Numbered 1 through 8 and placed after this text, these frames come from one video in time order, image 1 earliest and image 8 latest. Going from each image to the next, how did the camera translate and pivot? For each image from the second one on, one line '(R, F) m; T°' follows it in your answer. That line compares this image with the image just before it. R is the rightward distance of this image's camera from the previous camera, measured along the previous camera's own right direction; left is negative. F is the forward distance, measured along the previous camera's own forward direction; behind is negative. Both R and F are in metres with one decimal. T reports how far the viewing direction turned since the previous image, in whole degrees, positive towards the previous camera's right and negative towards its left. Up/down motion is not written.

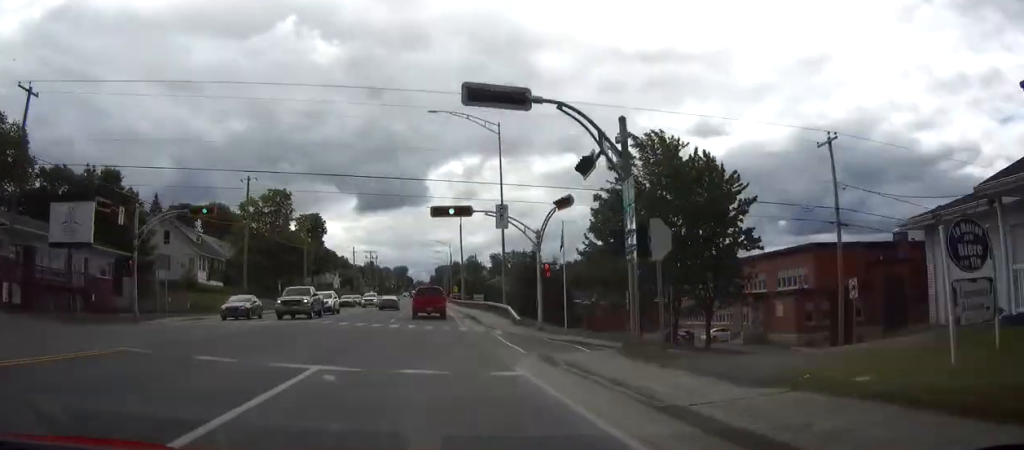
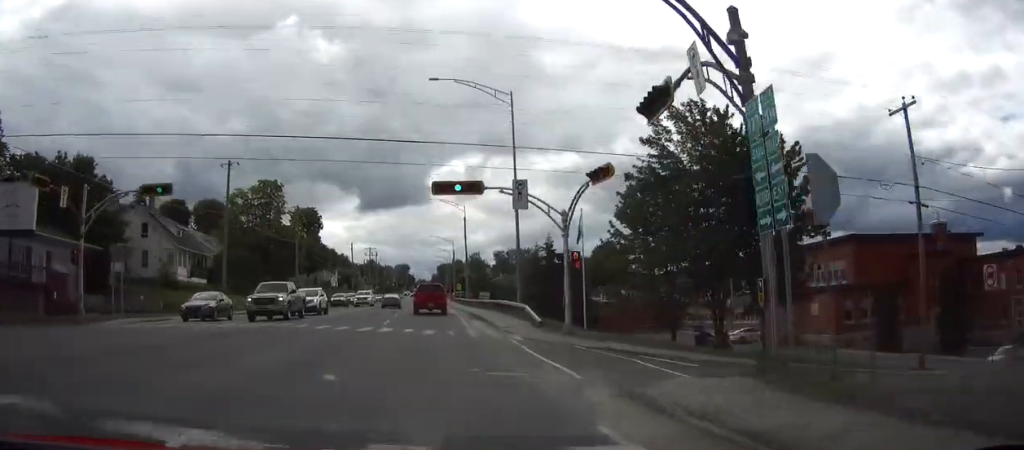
(0.0, +6.7) m; 0°
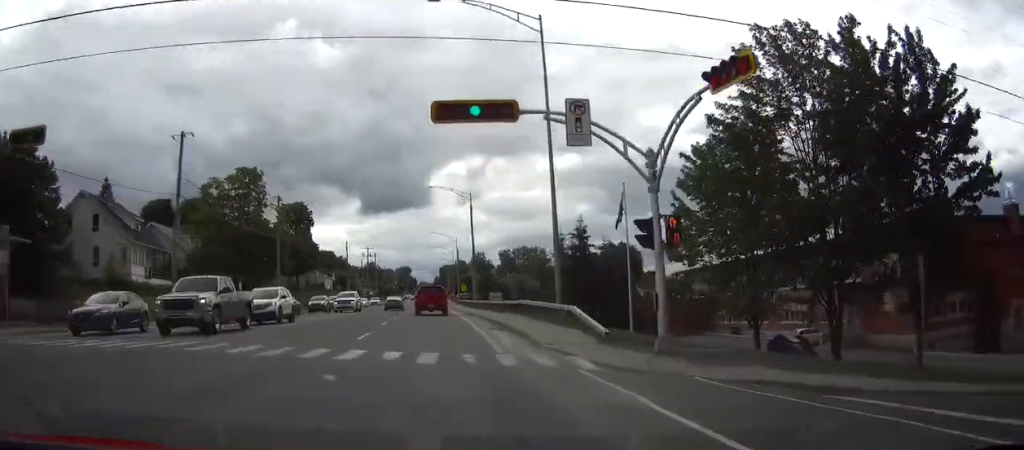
(0.0, +11.3) m; 0°
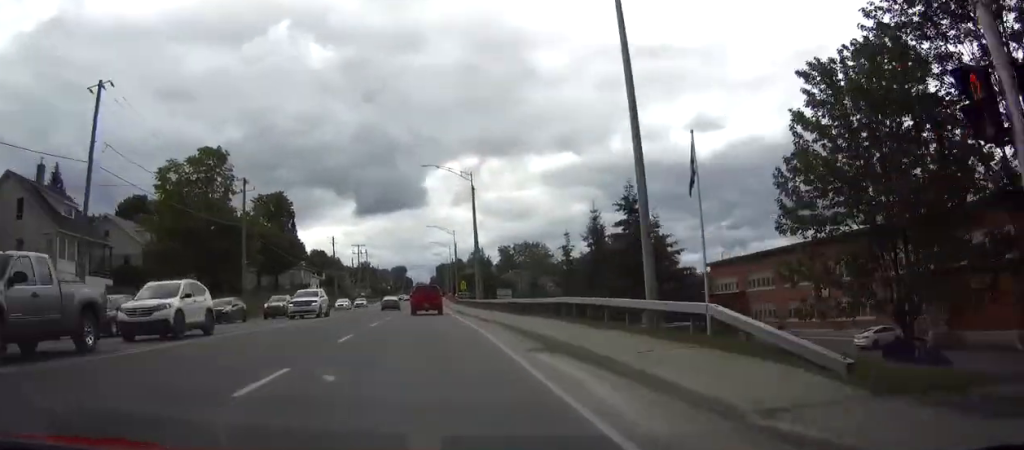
(+0.1, +11.9) m; 0°
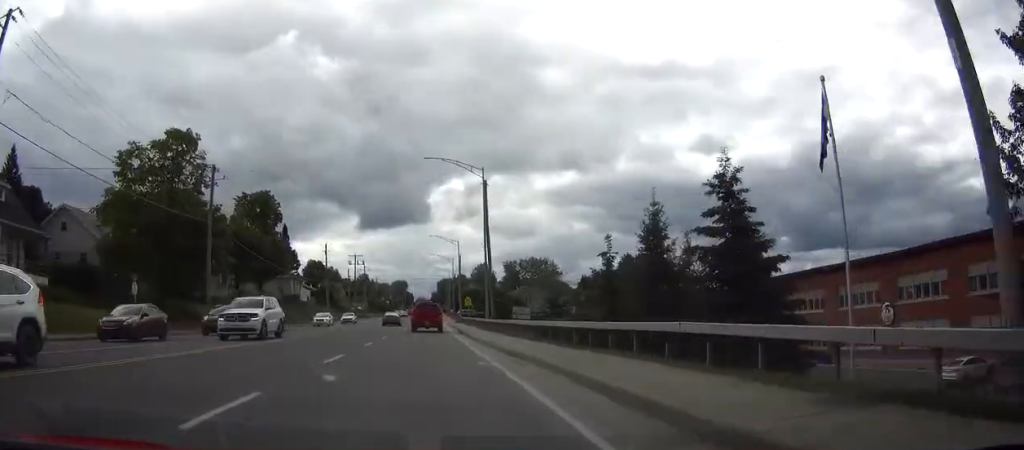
(-0.1, +10.4) m; 0°
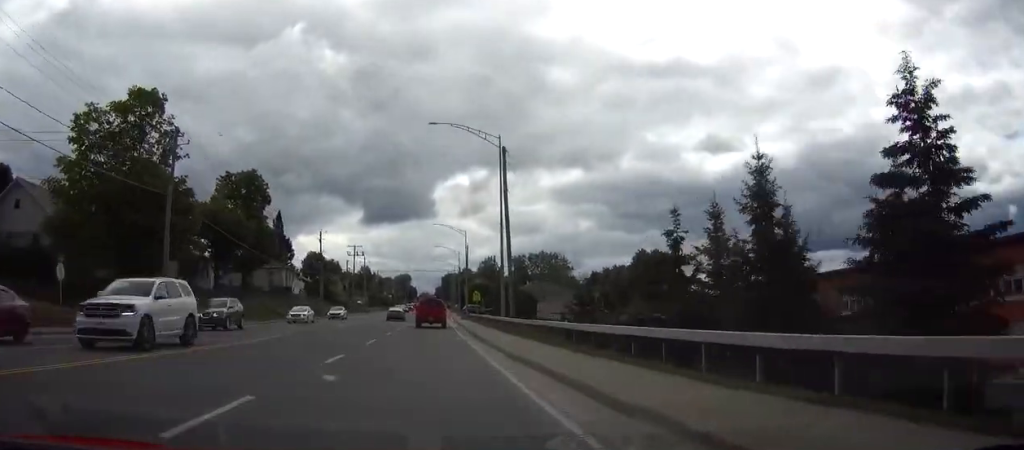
(0.0, +9.5) m; 0°
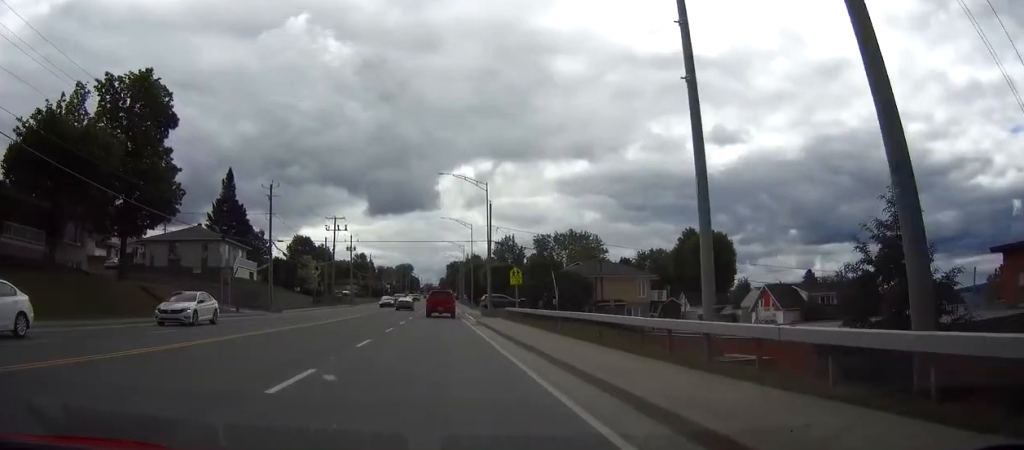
(-0.1, +32.8) m; 0°
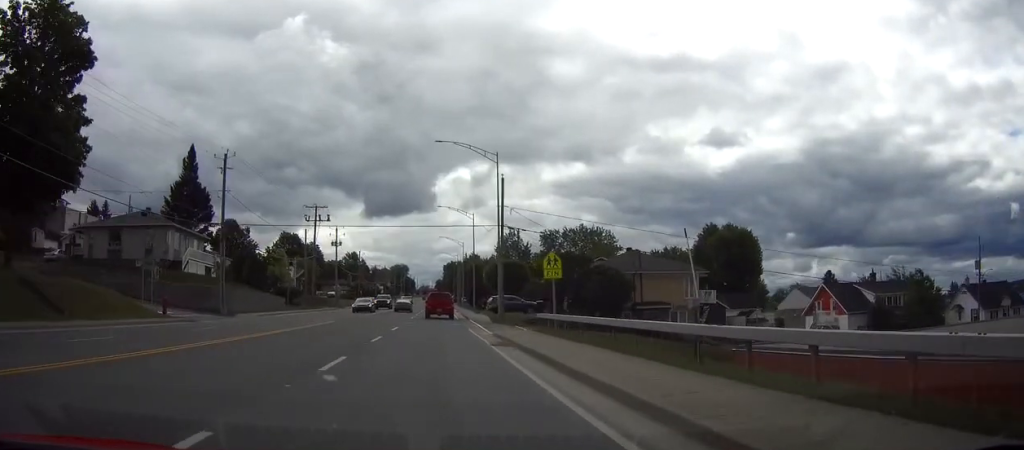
(0.0, +14.2) m; 0°
